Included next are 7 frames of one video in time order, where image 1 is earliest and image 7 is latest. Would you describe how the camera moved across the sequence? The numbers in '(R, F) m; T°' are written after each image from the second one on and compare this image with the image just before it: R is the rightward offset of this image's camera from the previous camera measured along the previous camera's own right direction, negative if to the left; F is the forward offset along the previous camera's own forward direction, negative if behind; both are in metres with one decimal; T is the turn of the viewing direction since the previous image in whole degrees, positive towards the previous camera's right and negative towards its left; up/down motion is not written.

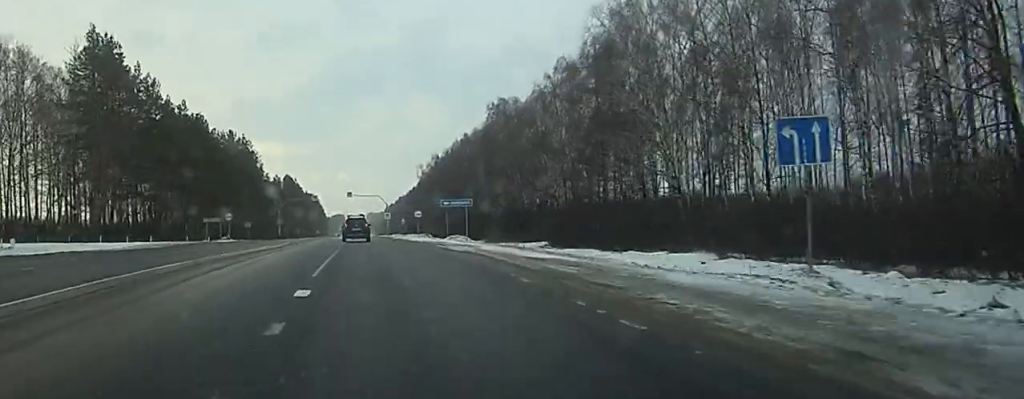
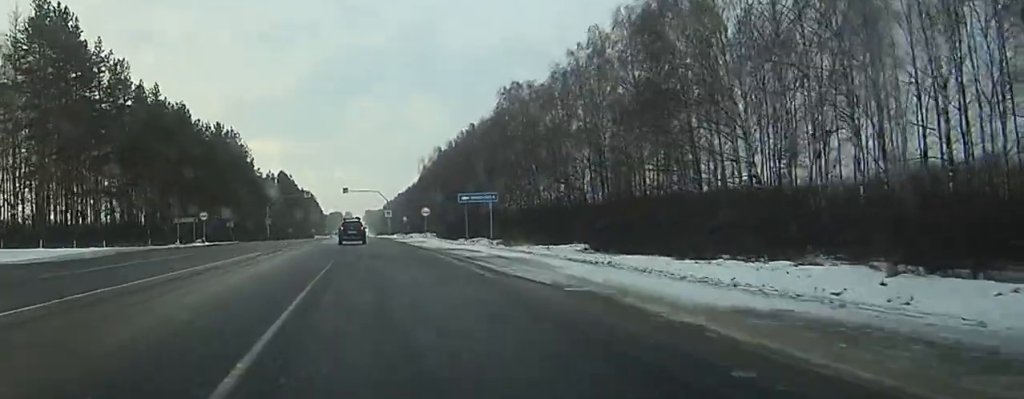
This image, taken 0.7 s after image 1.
(0.0, +15.0) m; 0°
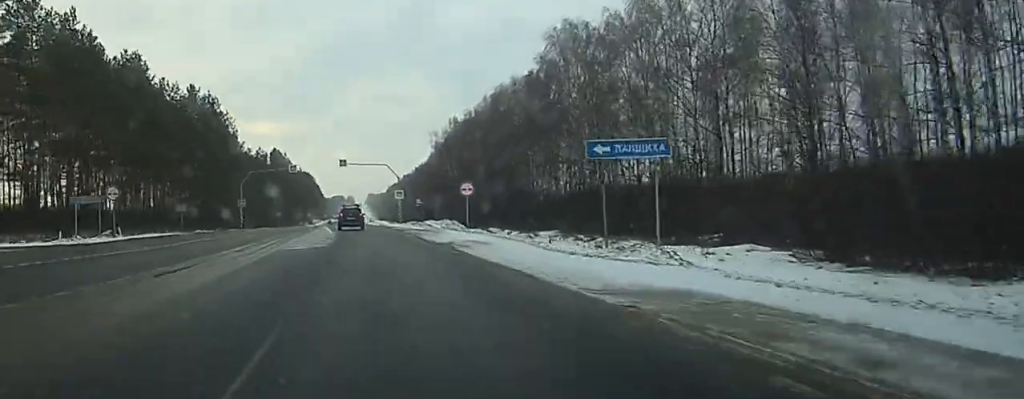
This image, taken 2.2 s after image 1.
(0.0, +31.7) m; +1°
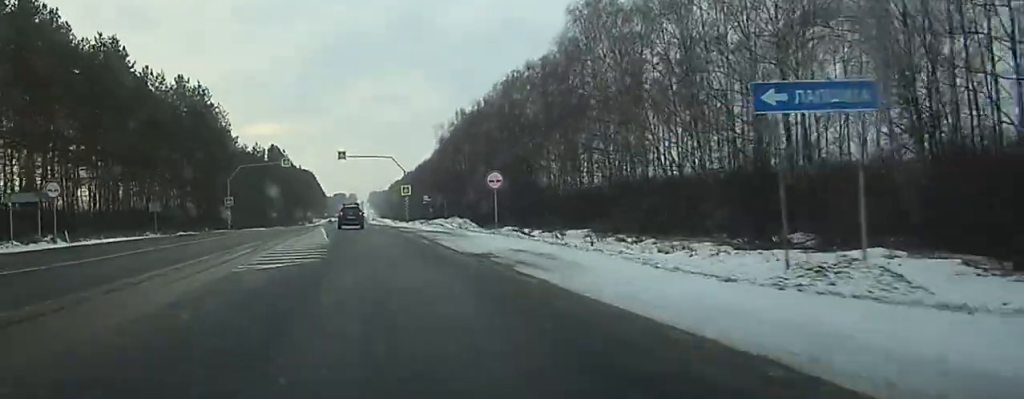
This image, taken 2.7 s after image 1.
(+0.1, +10.6) m; 0°
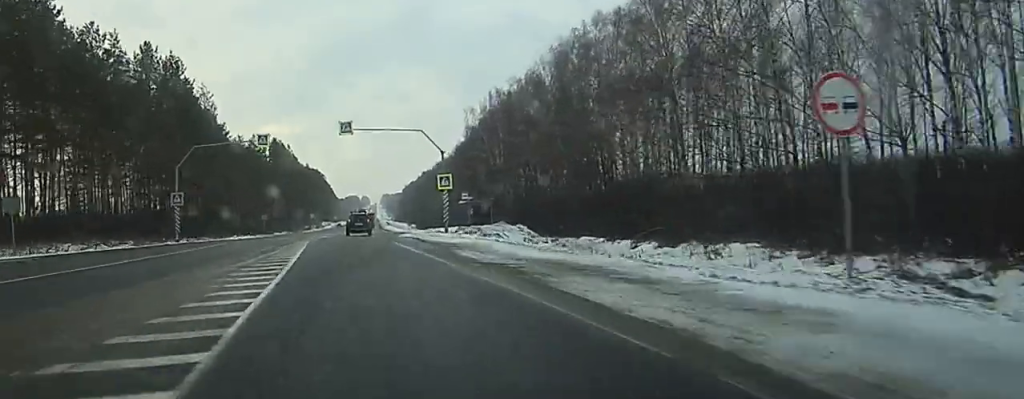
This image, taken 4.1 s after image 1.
(-0.4, +29.3) m; -1°
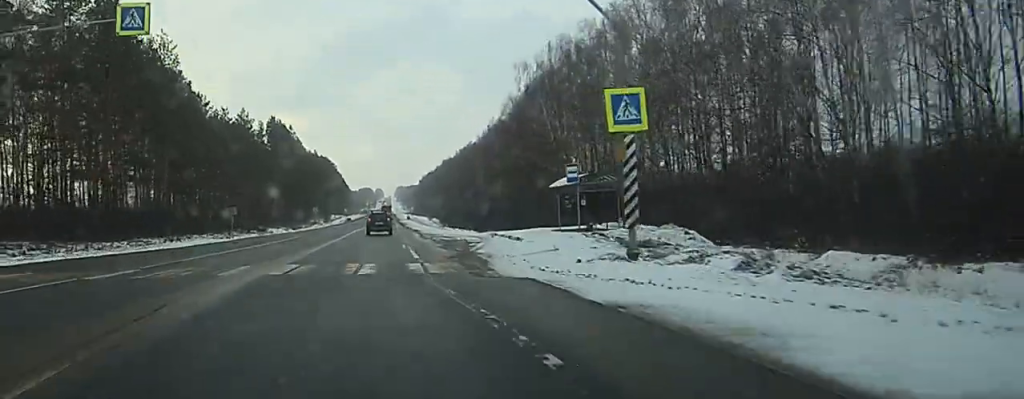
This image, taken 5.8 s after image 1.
(+0.1, +32.7) m; 0°
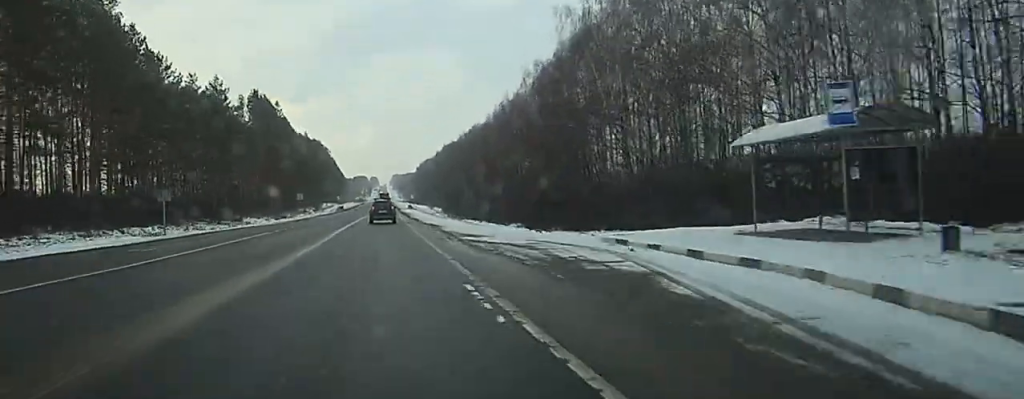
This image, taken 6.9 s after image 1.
(0.0, +20.9) m; 0°
